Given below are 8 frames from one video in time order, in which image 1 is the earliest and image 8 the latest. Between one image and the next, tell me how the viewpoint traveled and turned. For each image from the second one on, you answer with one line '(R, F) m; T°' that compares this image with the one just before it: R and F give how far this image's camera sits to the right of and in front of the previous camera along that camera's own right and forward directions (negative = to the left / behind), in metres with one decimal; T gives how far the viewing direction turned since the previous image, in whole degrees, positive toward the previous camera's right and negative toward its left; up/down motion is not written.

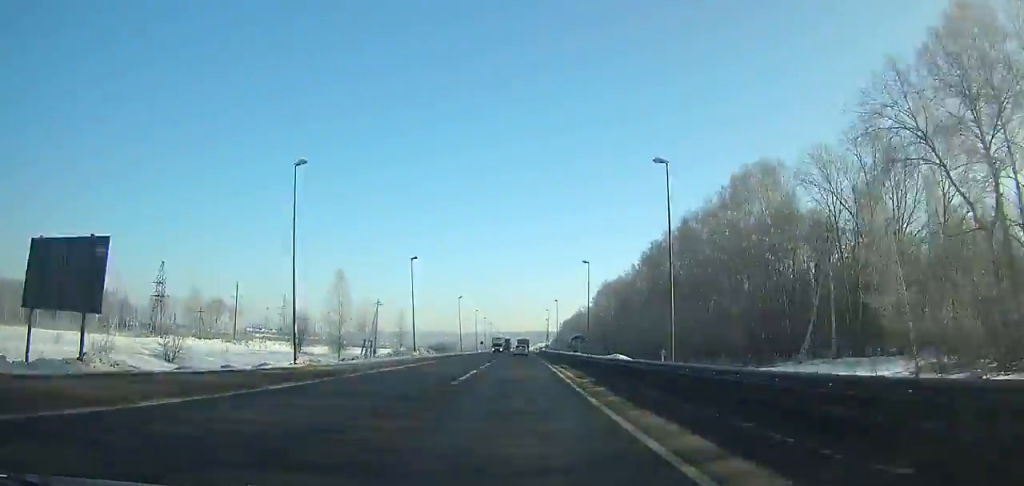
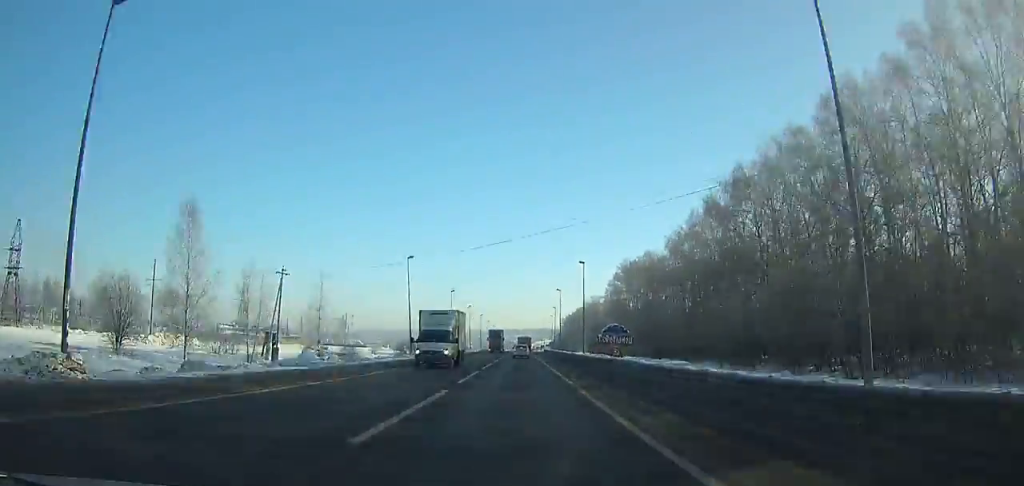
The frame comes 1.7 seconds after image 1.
(0.0, +43.2) m; 0°
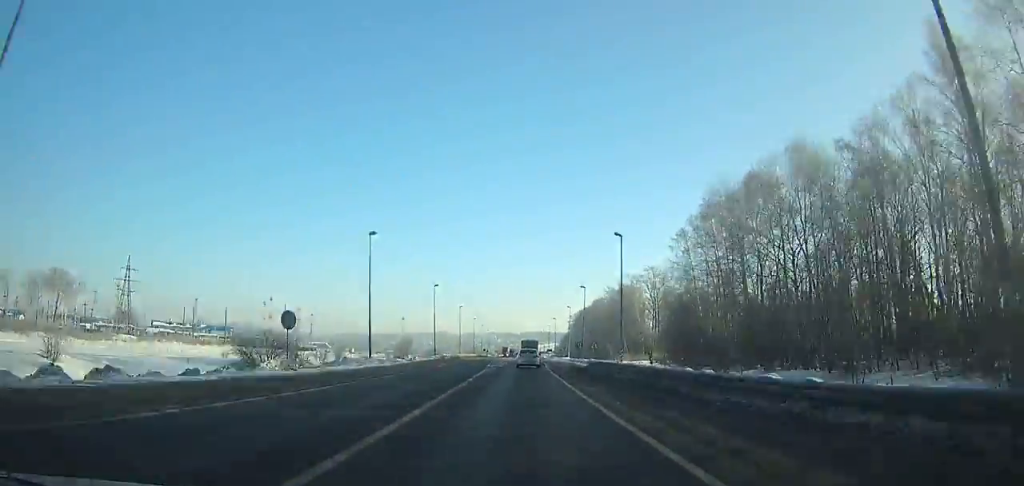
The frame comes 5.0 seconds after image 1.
(+0.5, +80.0) m; +1°
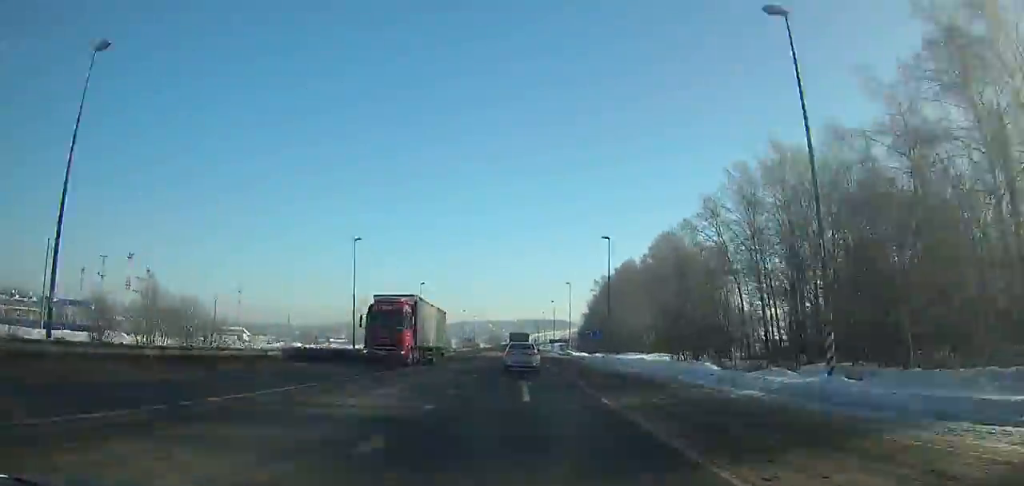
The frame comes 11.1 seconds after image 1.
(+0.2, +133.4) m; 0°
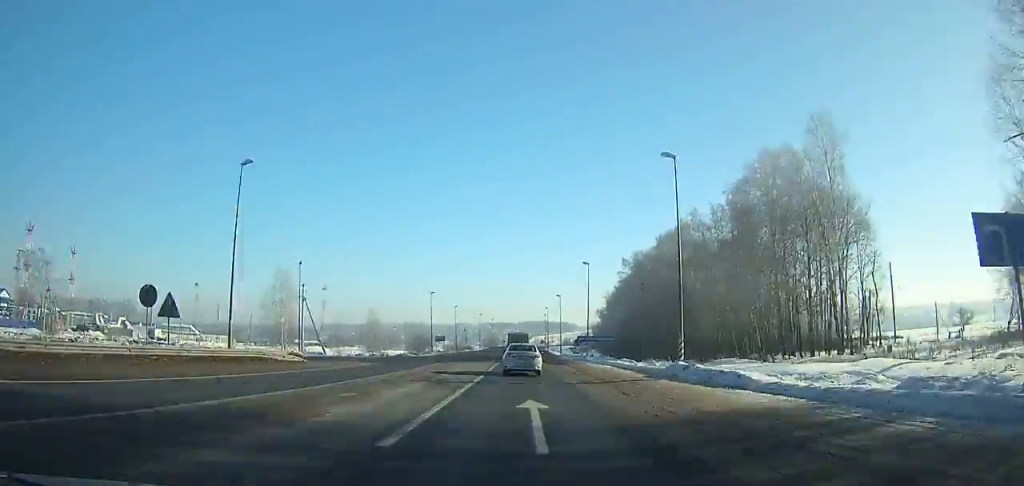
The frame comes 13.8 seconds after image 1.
(-0.1, +55.9) m; 0°
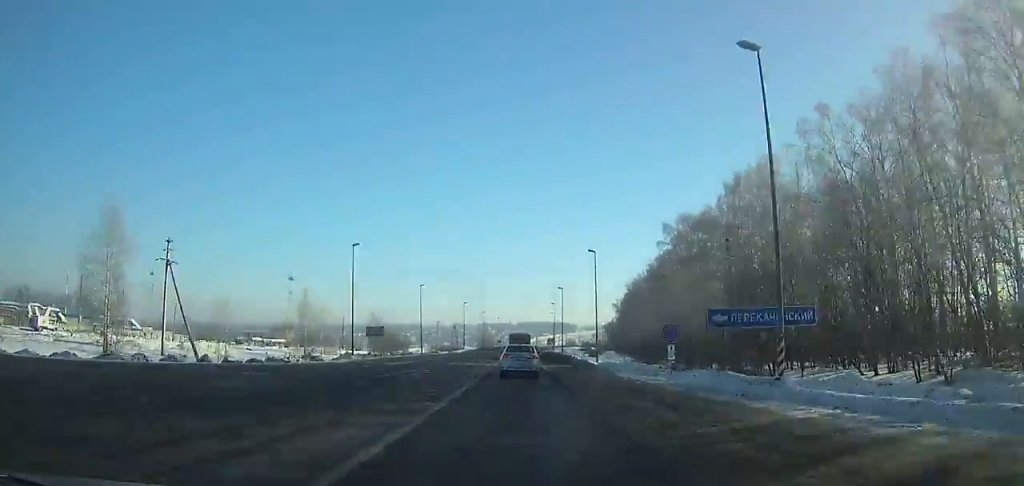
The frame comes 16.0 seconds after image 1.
(0.0, +45.2) m; 0°
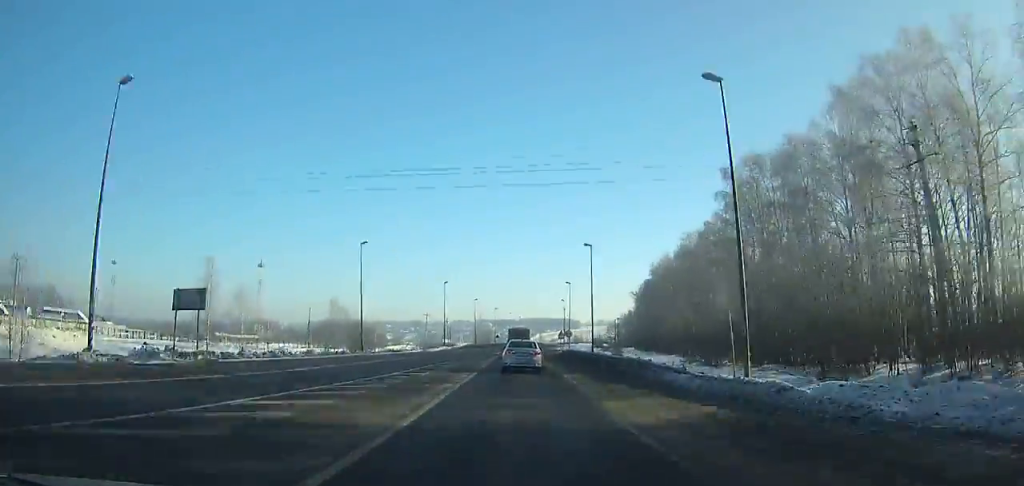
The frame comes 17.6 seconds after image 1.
(0.0, +32.8) m; 0°
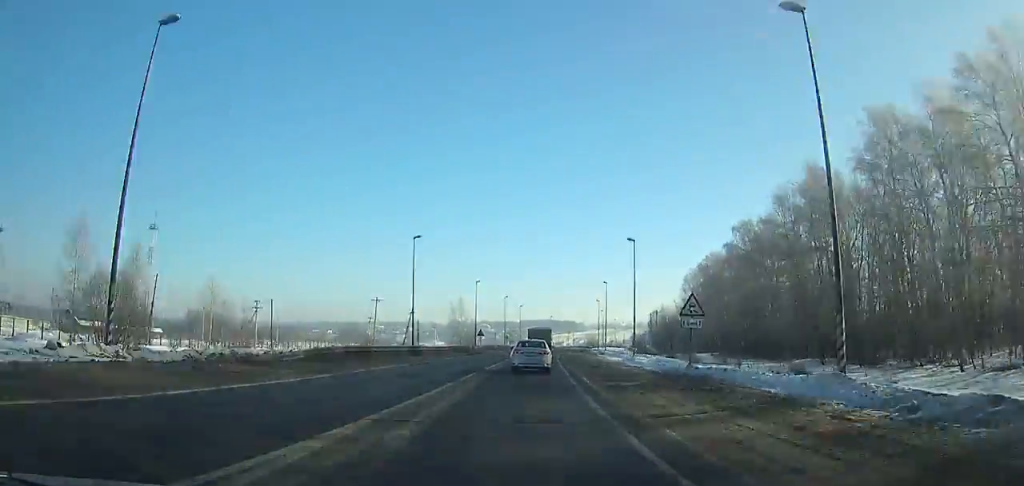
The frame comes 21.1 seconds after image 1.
(+0.1, +71.8) m; +2°
